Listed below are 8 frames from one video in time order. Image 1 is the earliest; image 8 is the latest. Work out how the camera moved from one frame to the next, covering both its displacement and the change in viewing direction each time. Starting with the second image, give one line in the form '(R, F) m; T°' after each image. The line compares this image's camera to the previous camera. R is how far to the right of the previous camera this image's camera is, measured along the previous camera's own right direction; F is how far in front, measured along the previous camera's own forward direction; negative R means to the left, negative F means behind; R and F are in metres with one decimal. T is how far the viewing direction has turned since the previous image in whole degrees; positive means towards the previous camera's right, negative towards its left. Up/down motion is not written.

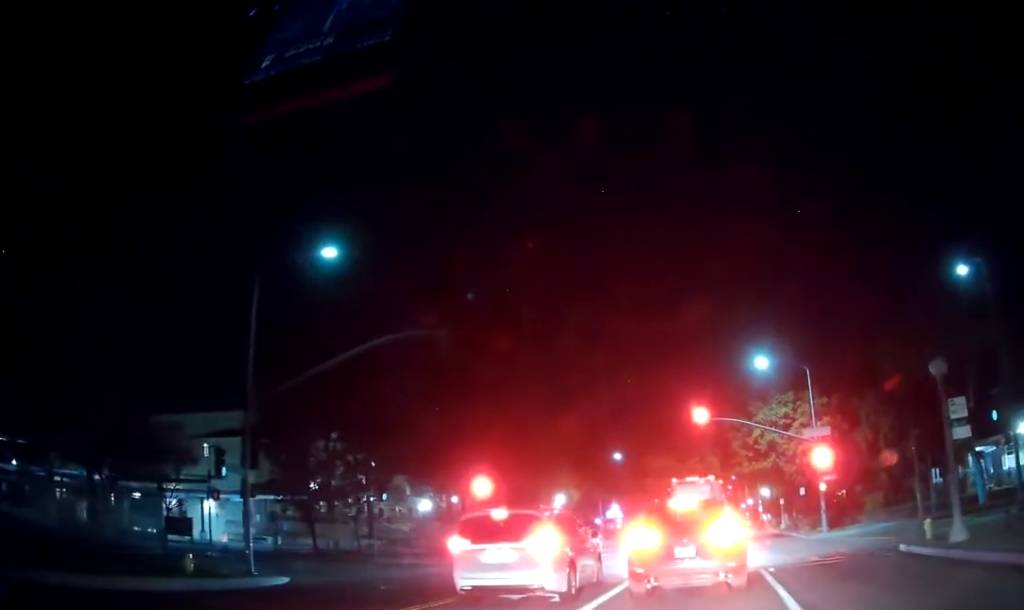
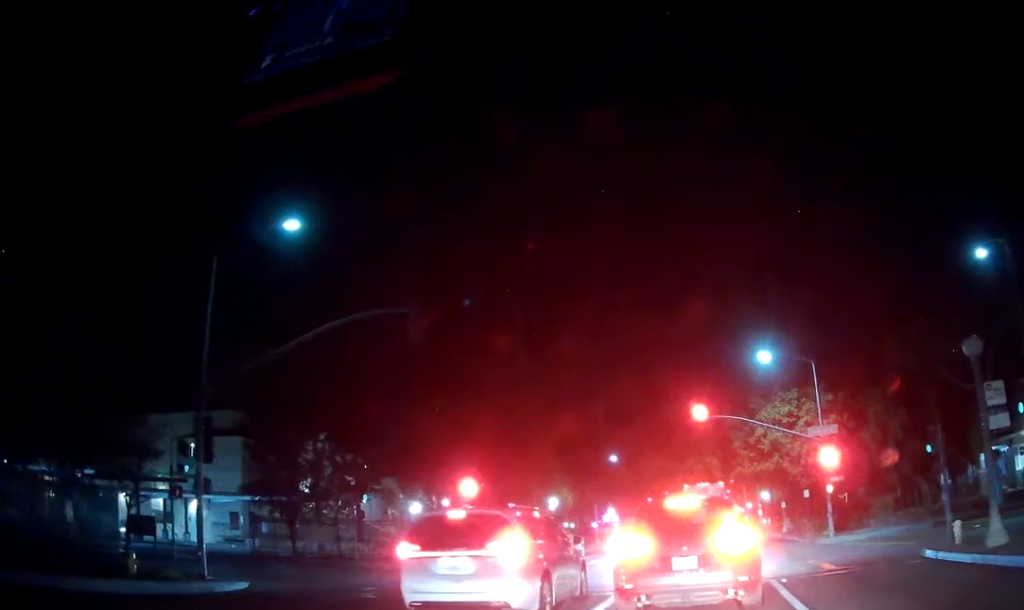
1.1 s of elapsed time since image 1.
(0.0, +2.8) m; 0°
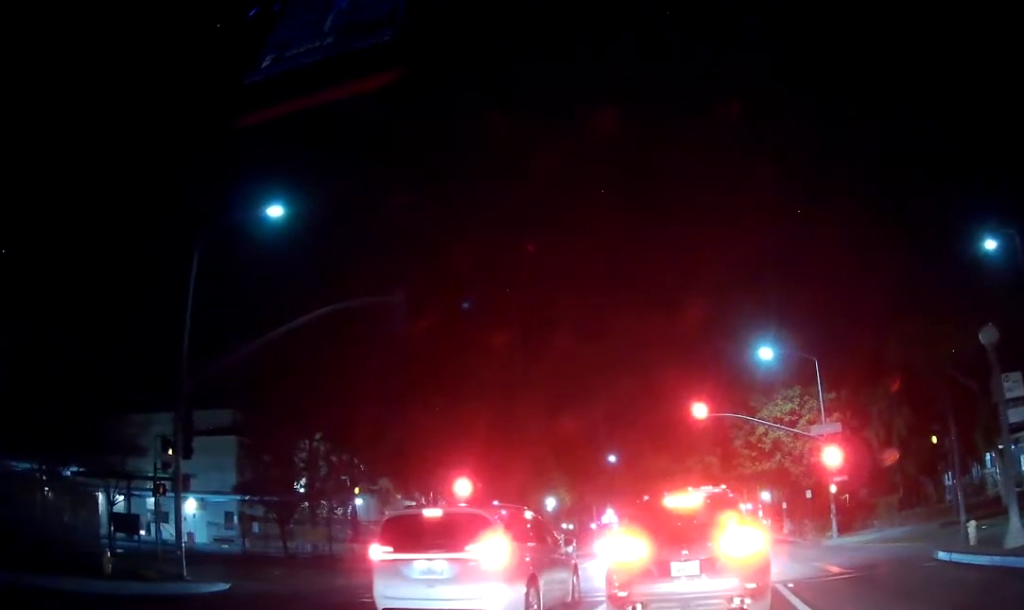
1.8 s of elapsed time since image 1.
(0.0, +1.2) m; 0°
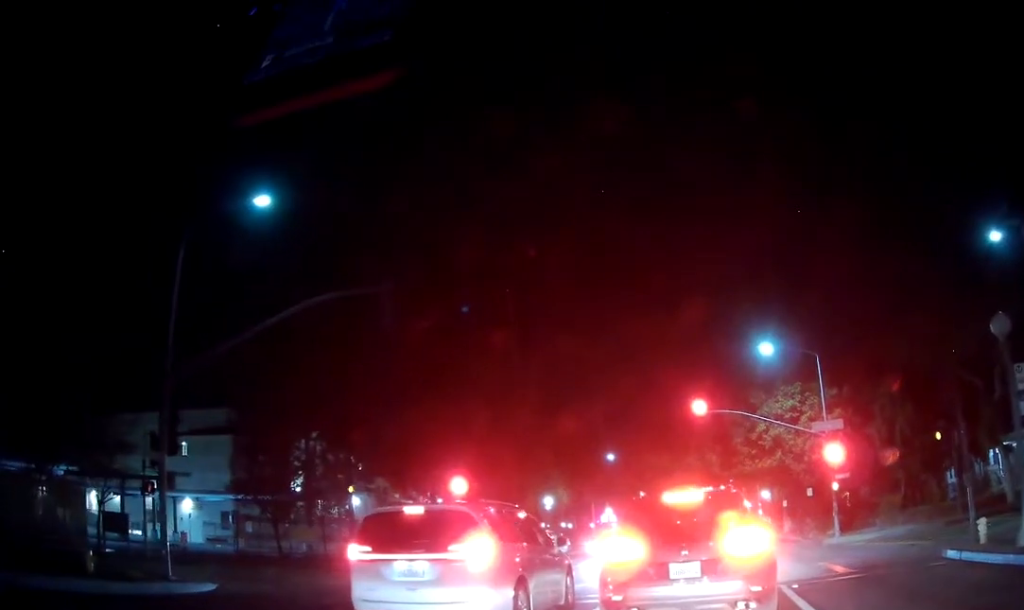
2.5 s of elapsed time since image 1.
(0.0, +0.6) m; 0°
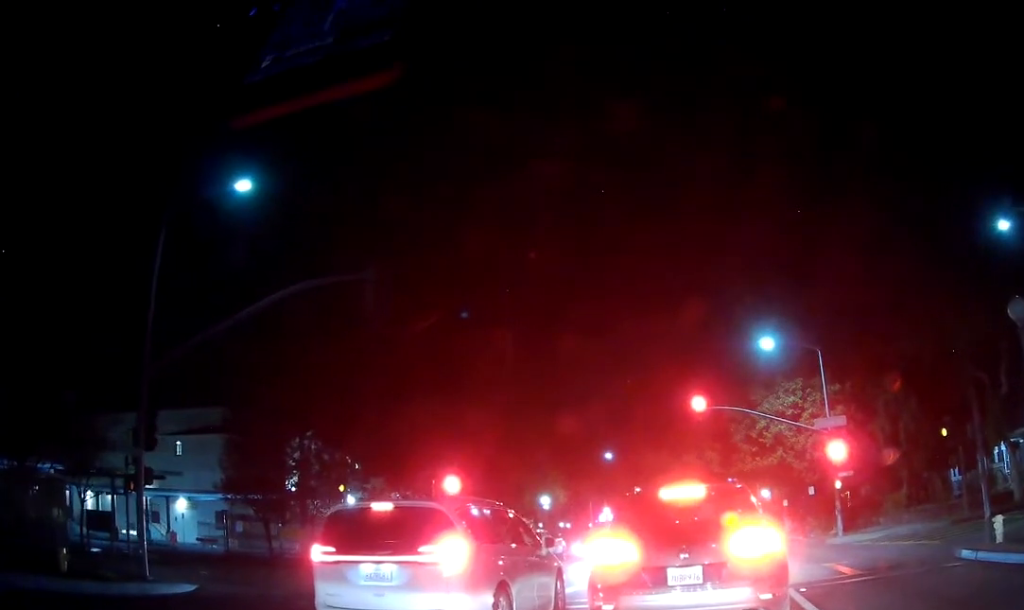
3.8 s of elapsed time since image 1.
(0.0, +0.6) m; 0°
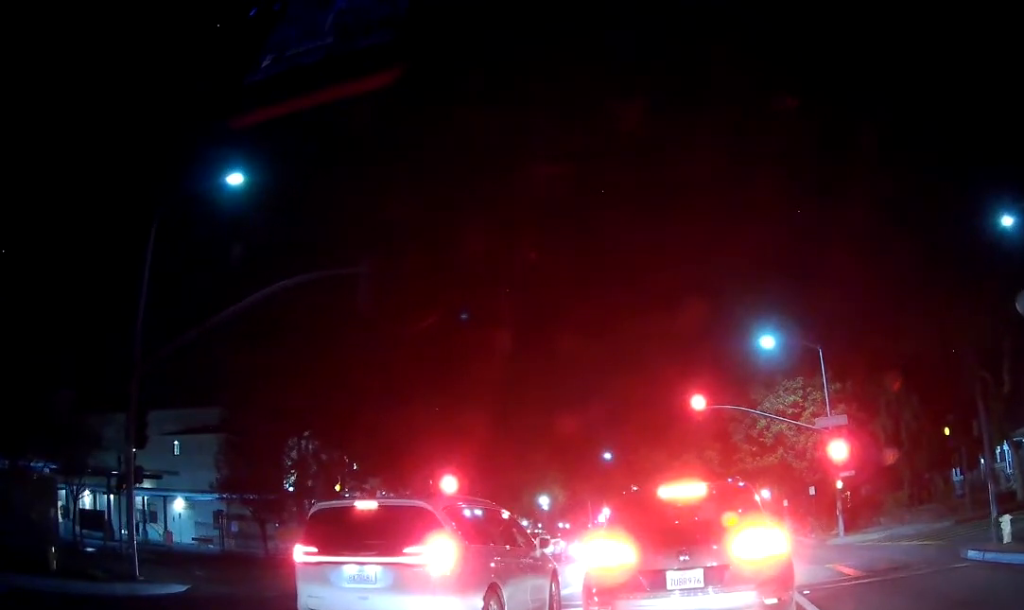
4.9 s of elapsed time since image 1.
(0.0, +0.4) m; 0°
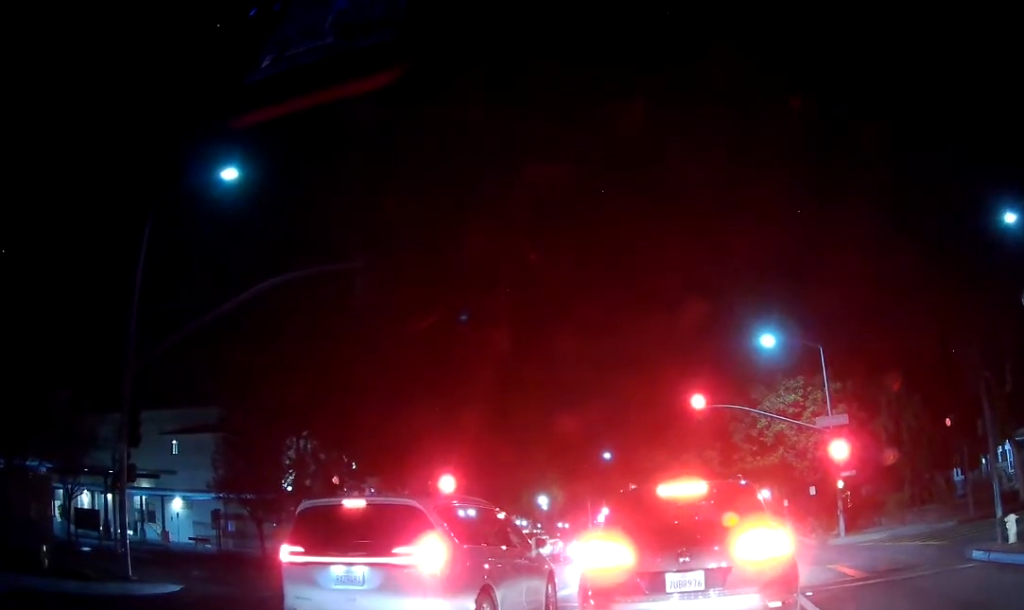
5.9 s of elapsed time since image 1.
(0.0, +0.3) m; 0°
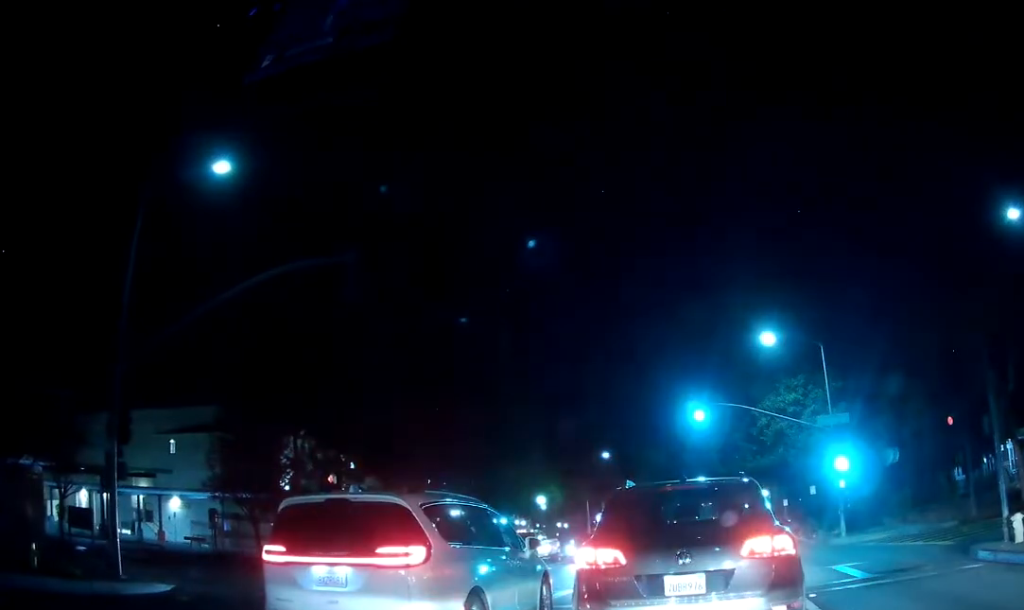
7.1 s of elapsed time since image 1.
(0.0, +0.4) m; 0°
